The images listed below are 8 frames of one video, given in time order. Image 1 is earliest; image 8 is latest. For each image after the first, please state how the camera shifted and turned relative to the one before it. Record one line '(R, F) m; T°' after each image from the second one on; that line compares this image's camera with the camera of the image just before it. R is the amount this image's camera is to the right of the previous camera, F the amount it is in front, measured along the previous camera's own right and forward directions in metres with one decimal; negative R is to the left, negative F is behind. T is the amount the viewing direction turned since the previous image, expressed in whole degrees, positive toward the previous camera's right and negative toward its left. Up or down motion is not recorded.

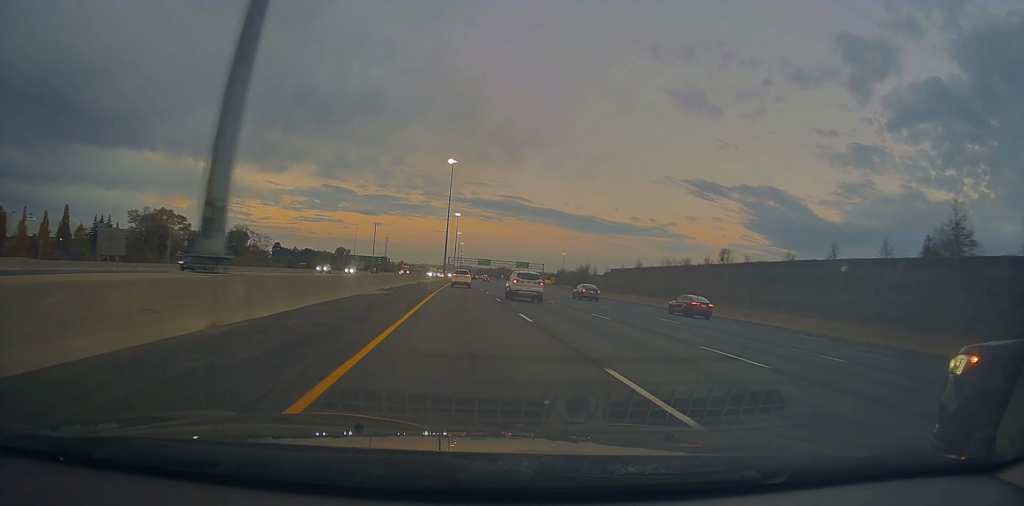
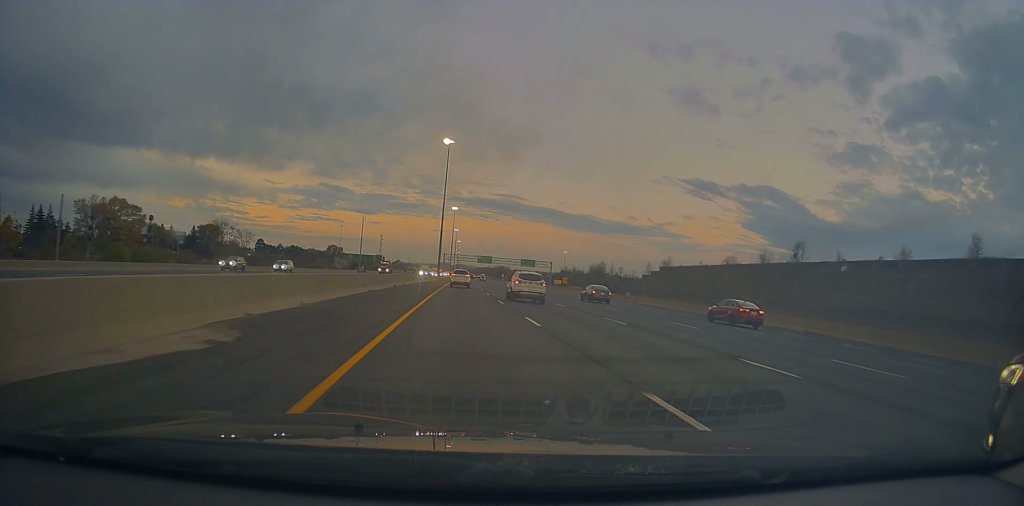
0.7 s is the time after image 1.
(0.0, +25.4) m; 0°
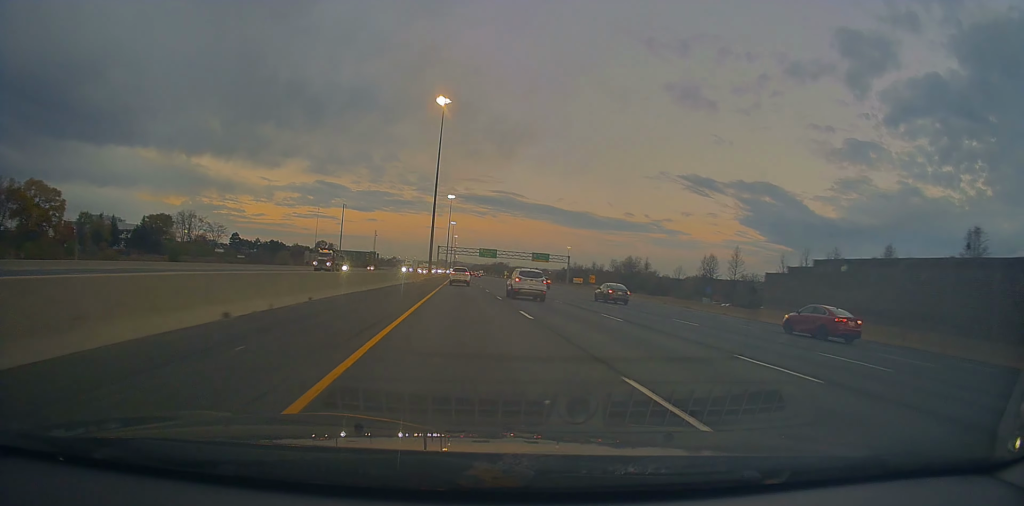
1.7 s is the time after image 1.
(0.0, +34.4) m; 0°
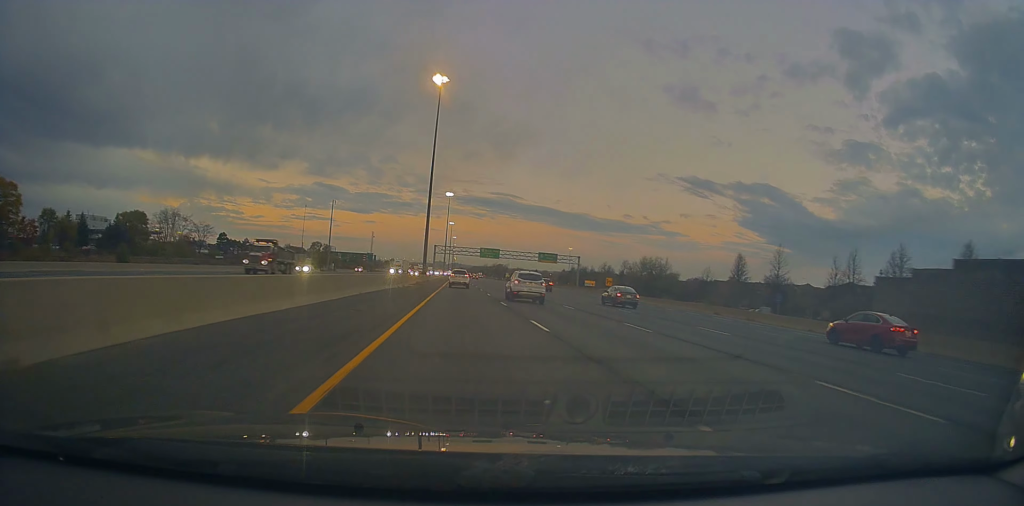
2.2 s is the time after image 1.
(0.0, +14.8) m; 0°
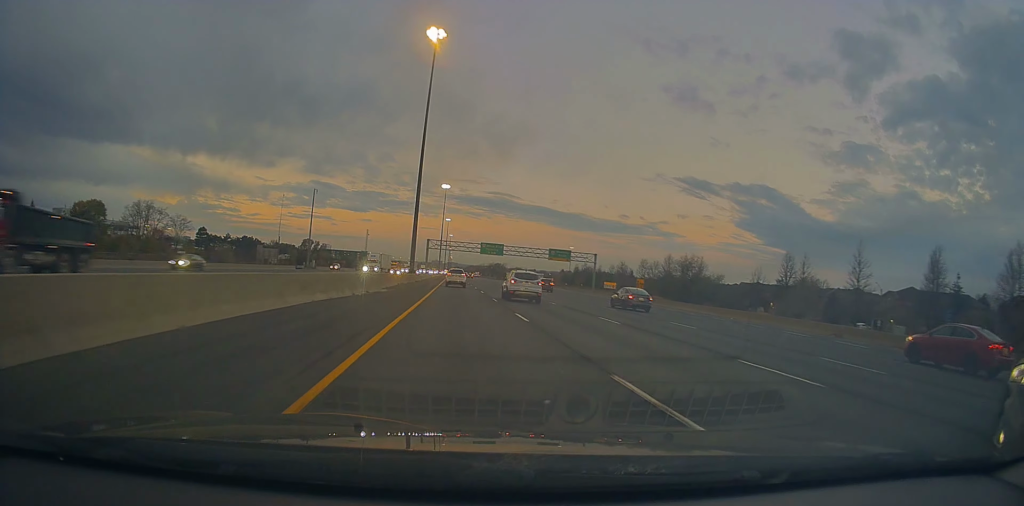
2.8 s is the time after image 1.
(-0.1, +20.4) m; +1°
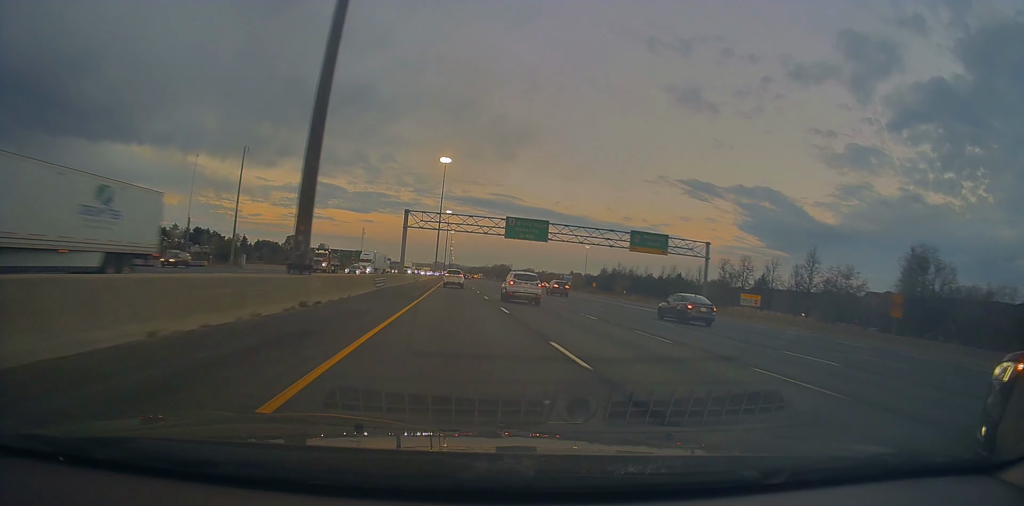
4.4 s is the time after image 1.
(+1.0, +55.8) m; 0°
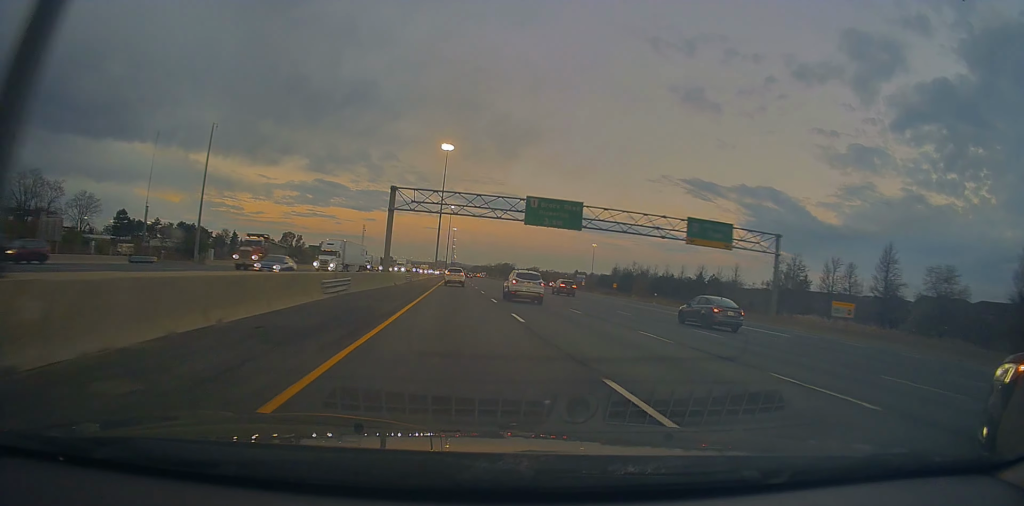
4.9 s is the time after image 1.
(-0.2, +16.1) m; -1°
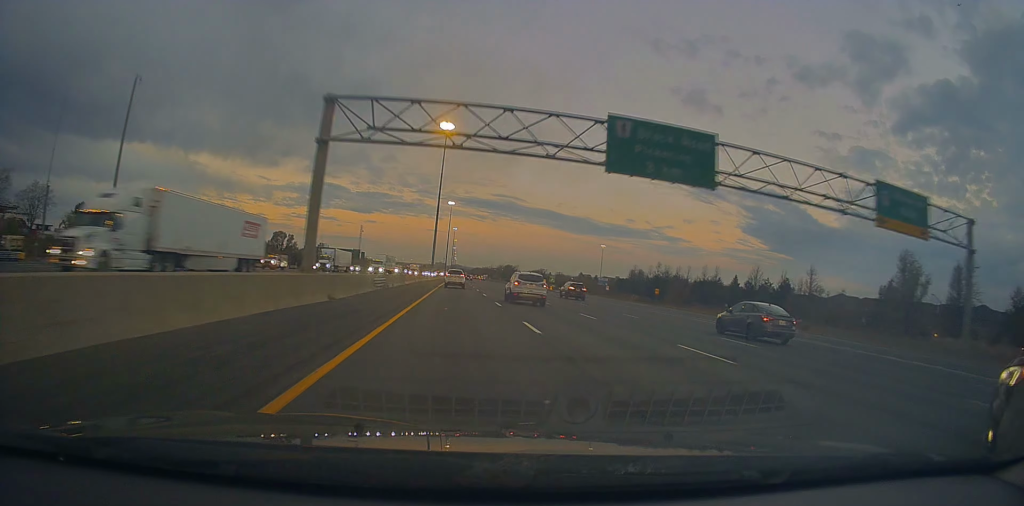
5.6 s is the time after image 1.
(-0.1, +25.3) m; 0°
